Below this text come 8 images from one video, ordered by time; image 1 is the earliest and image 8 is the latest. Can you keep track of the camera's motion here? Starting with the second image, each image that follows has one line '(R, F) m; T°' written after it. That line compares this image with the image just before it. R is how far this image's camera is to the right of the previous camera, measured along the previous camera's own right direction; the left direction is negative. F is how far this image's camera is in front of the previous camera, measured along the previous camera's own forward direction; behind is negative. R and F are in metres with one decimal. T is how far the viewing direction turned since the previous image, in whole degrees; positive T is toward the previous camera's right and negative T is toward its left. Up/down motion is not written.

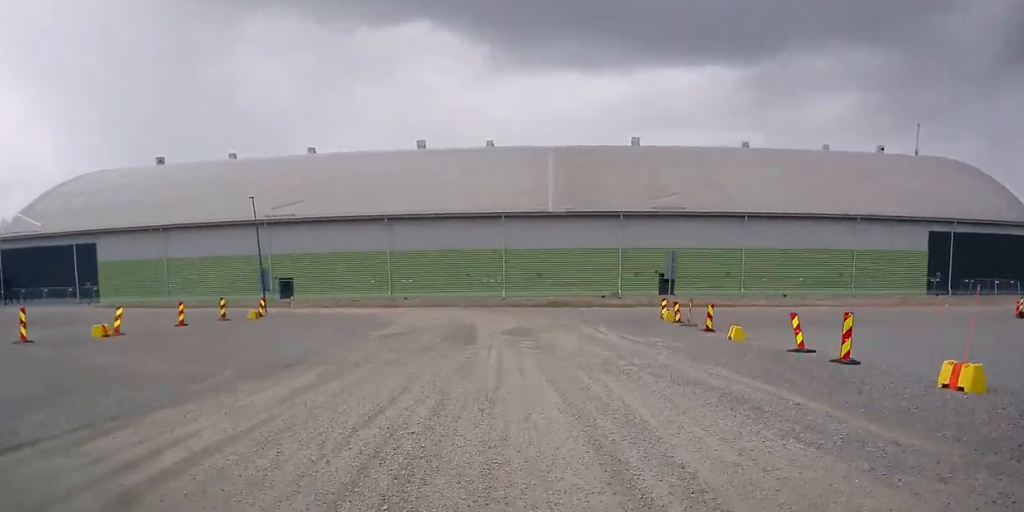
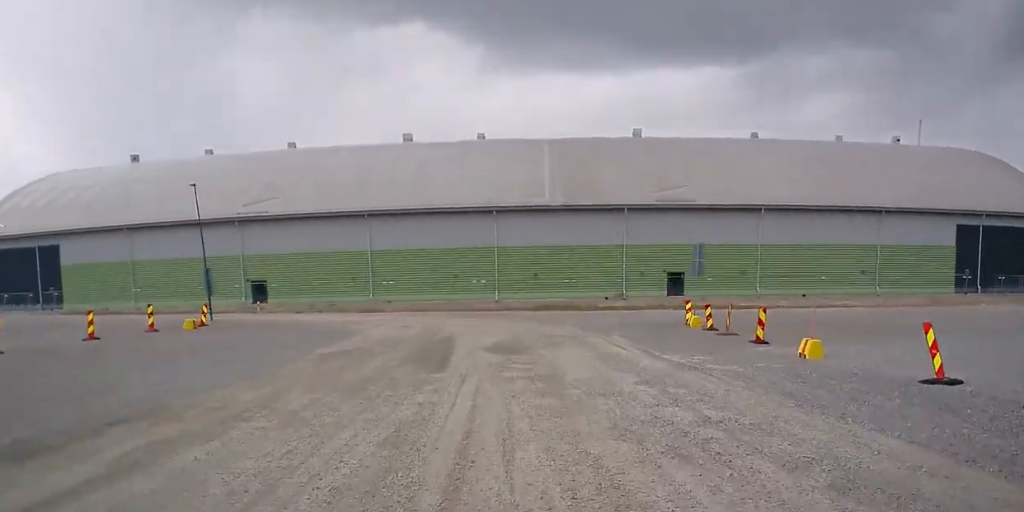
(+0.1, +6.3) m; +1°
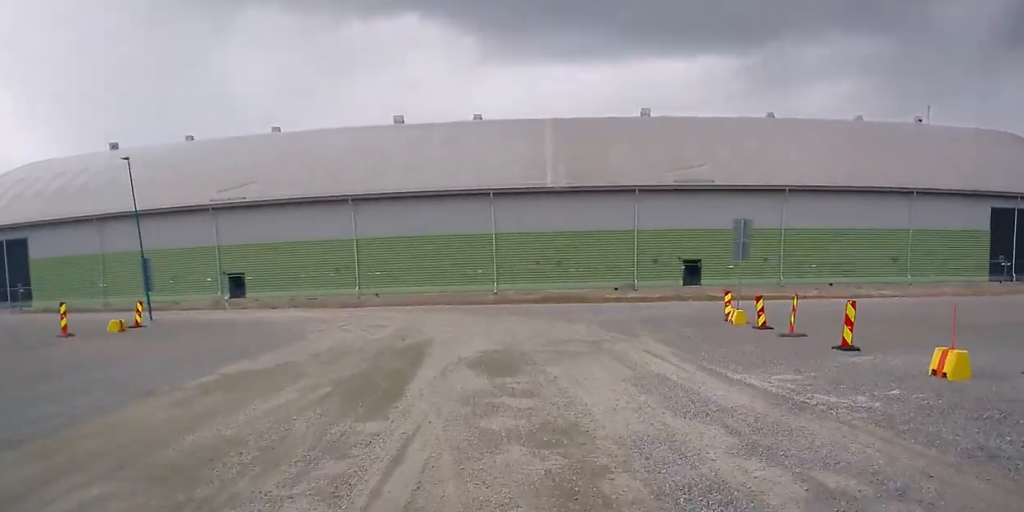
(+0.2, +5.7) m; 0°
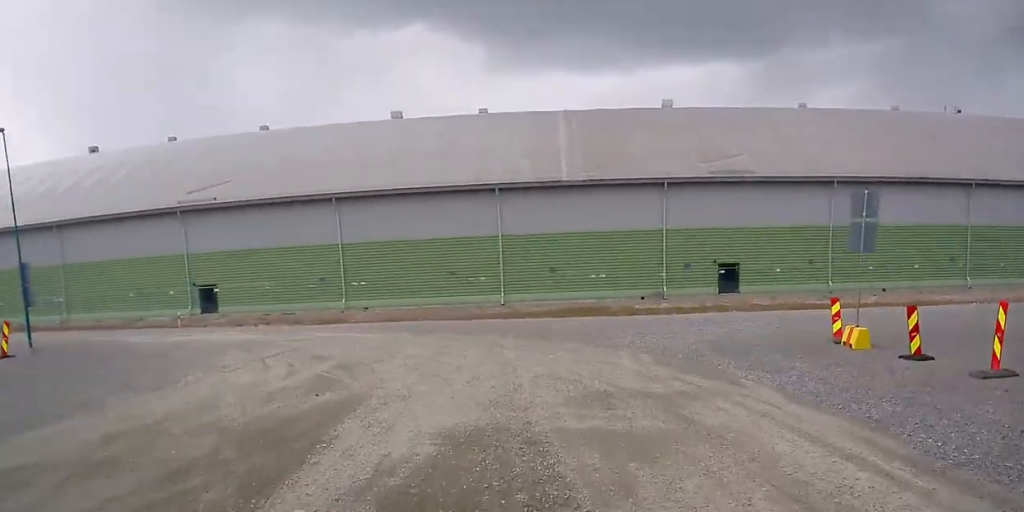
(-0.4, +8.8) m; -3°
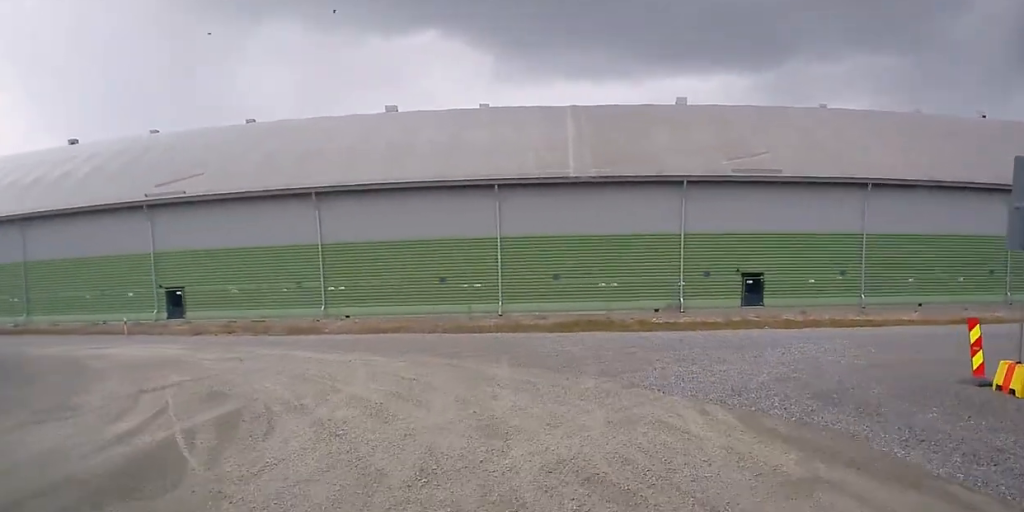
(-0.1, +6.0) m; +1°
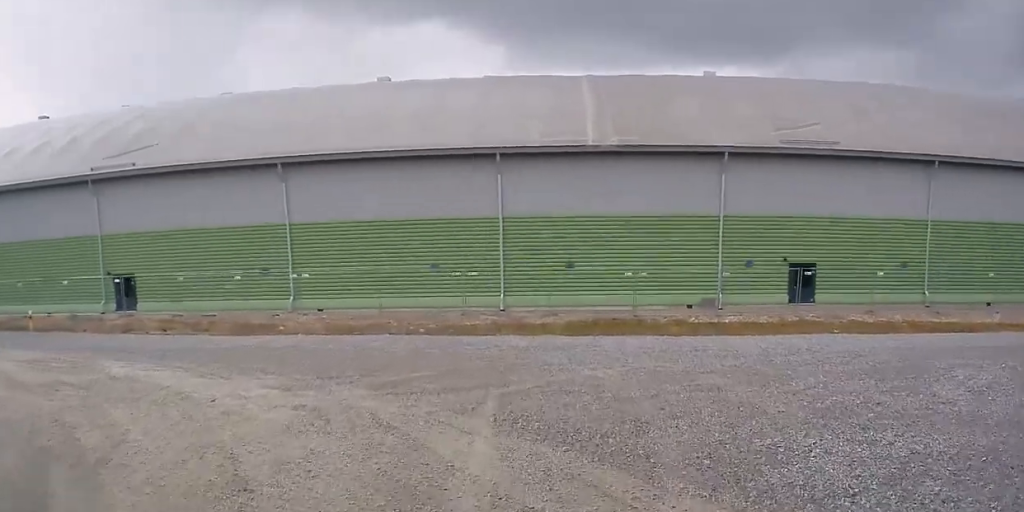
(+0.3, +8.0) m; -9°
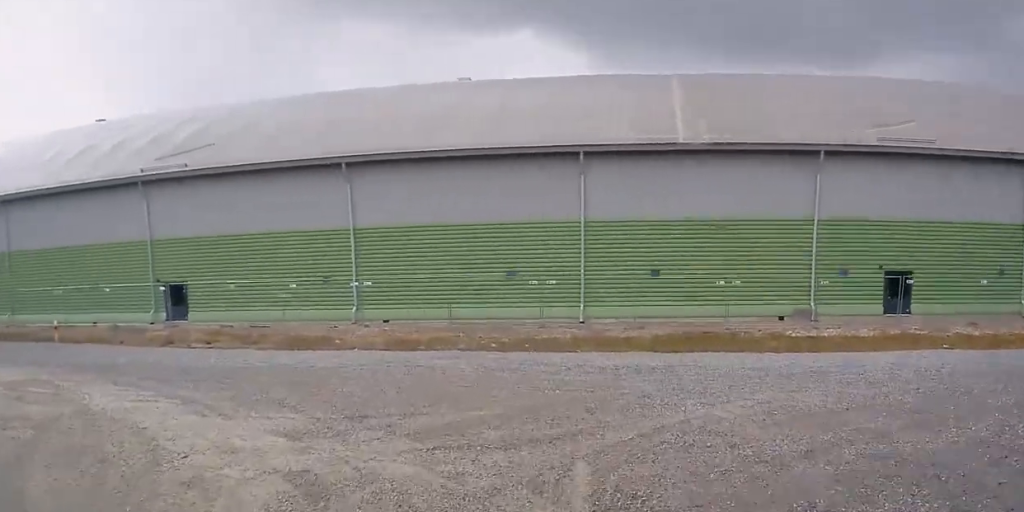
(-0.2, +3.0) m; -7°
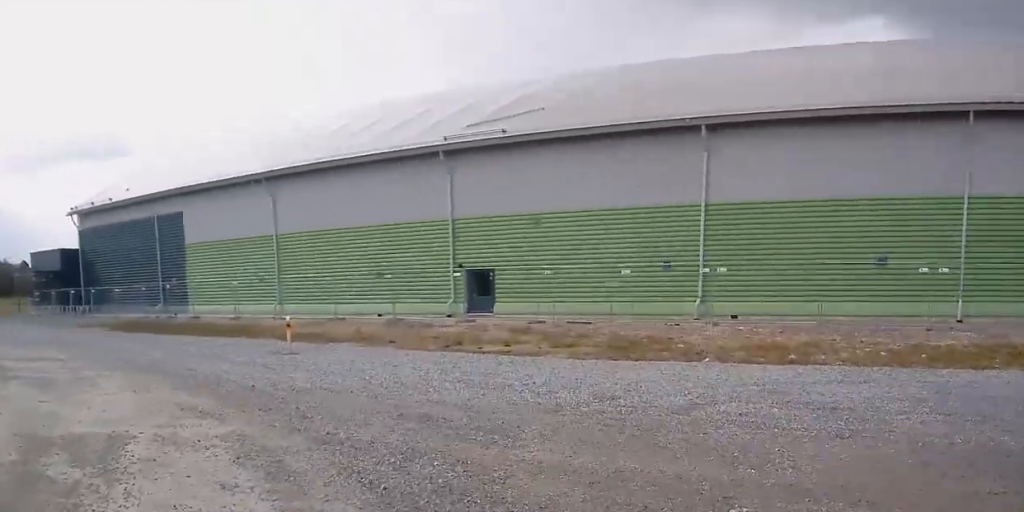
(-1.4, +6.7) m; -22°
